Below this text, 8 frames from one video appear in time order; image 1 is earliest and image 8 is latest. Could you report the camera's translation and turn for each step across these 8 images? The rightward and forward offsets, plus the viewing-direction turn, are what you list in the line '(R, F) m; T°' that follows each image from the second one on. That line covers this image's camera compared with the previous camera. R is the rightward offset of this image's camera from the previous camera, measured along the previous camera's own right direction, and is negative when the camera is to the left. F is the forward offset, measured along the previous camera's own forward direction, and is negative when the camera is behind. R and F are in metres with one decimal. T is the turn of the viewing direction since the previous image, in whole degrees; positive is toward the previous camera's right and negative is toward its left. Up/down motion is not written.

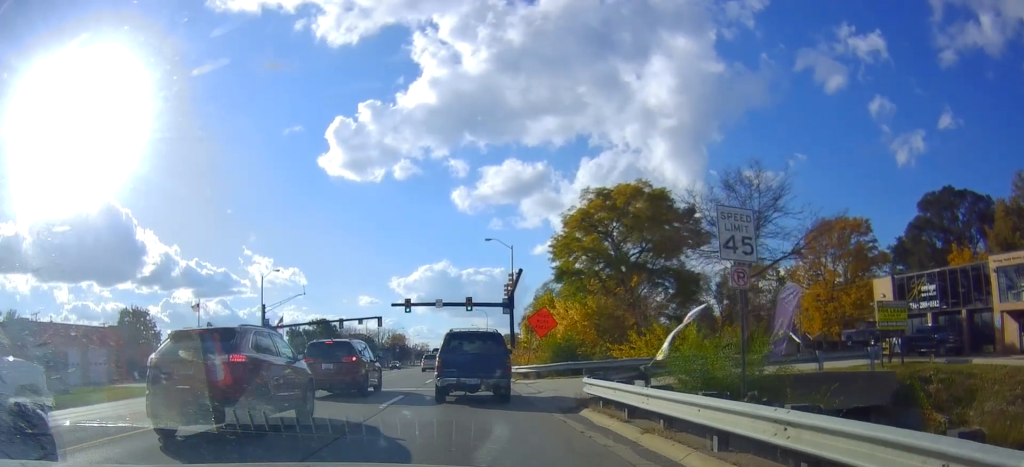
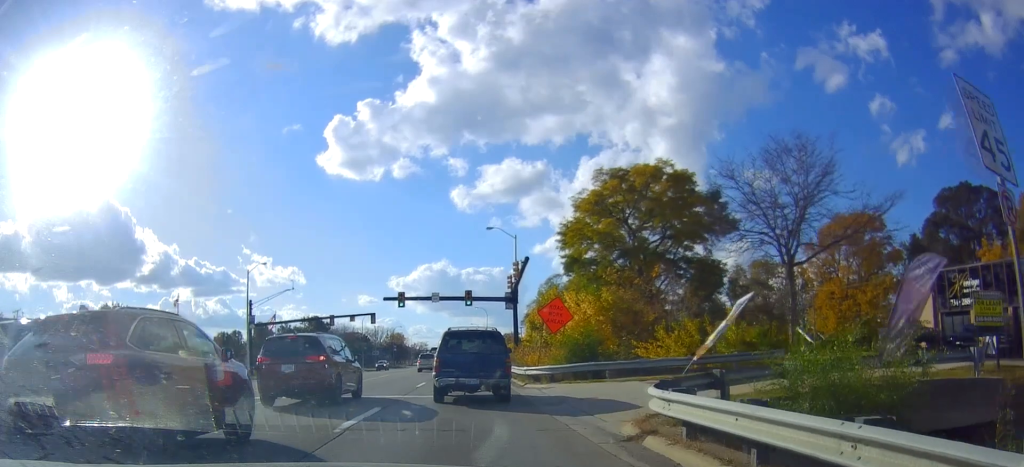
(-0.1, +5.1) m; -2°
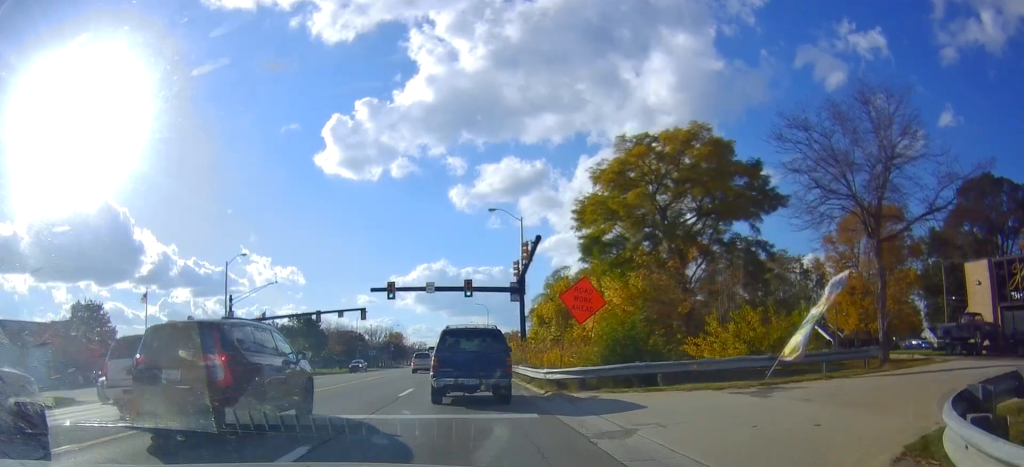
(-0.1, +6.8) m; +2°
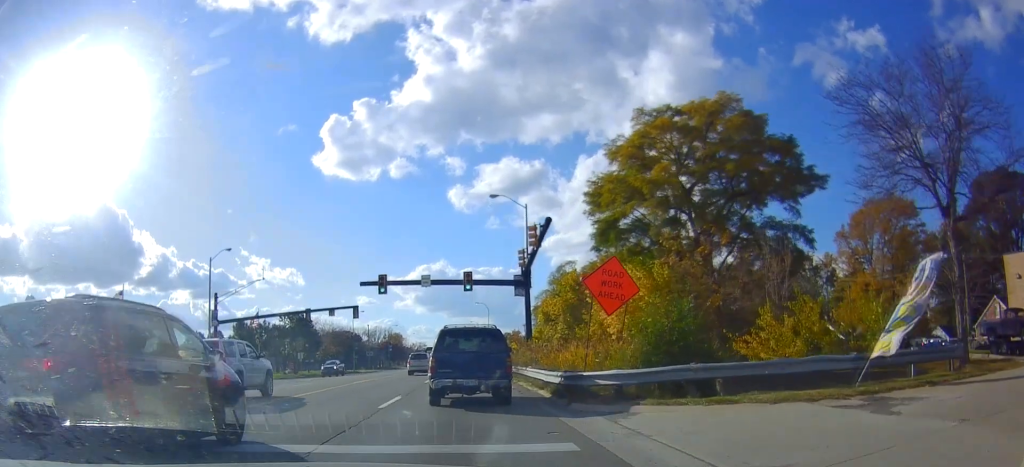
(+0.2, +4.5) m; +3°
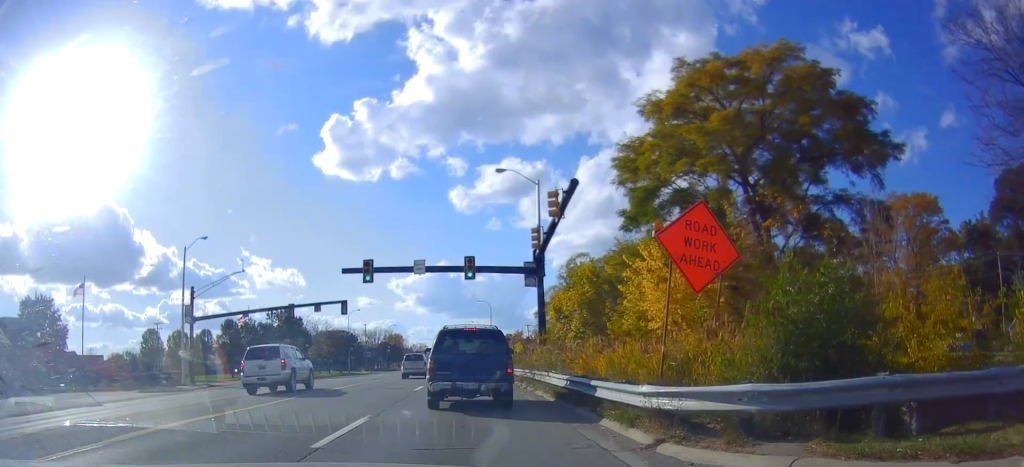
(0.0, +6.7) m; 0°
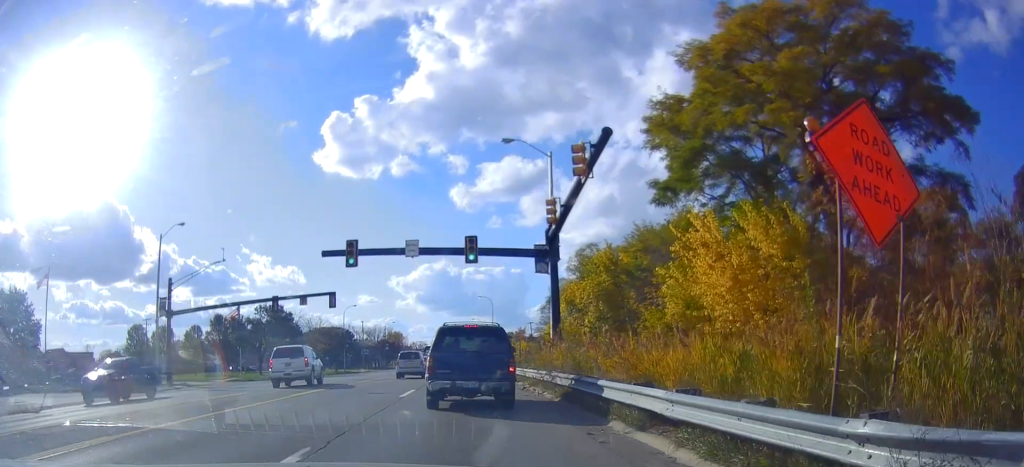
(0.0, +5.1) m; 0°
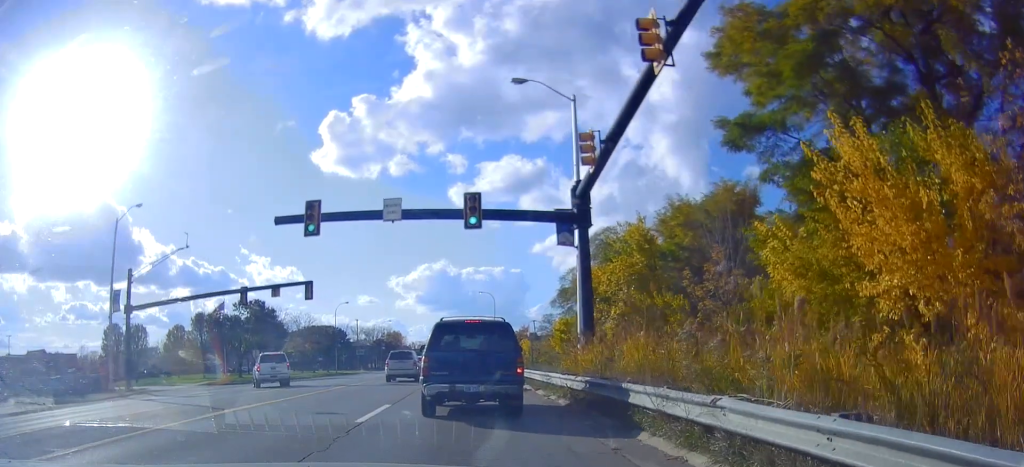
(0.0, +7.6) m; 0°
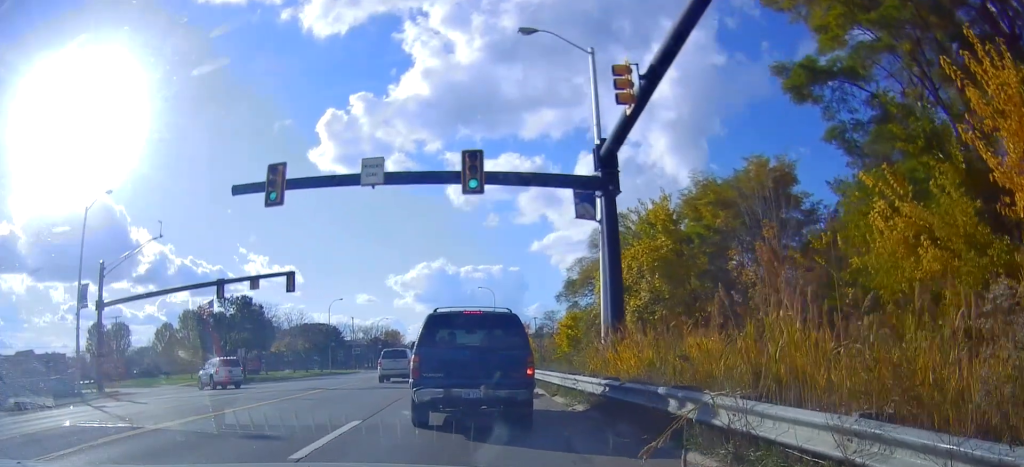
(0.0, +5.1) m; 0°
